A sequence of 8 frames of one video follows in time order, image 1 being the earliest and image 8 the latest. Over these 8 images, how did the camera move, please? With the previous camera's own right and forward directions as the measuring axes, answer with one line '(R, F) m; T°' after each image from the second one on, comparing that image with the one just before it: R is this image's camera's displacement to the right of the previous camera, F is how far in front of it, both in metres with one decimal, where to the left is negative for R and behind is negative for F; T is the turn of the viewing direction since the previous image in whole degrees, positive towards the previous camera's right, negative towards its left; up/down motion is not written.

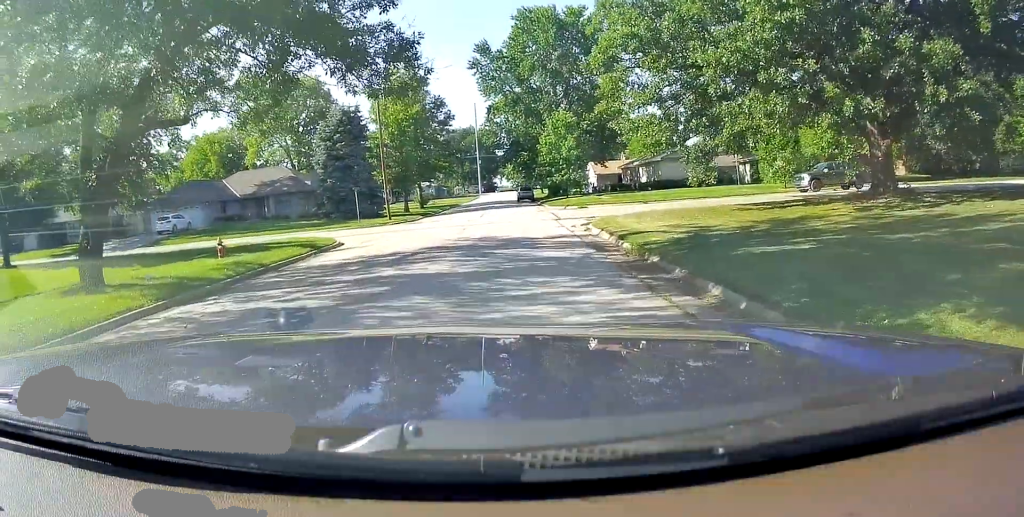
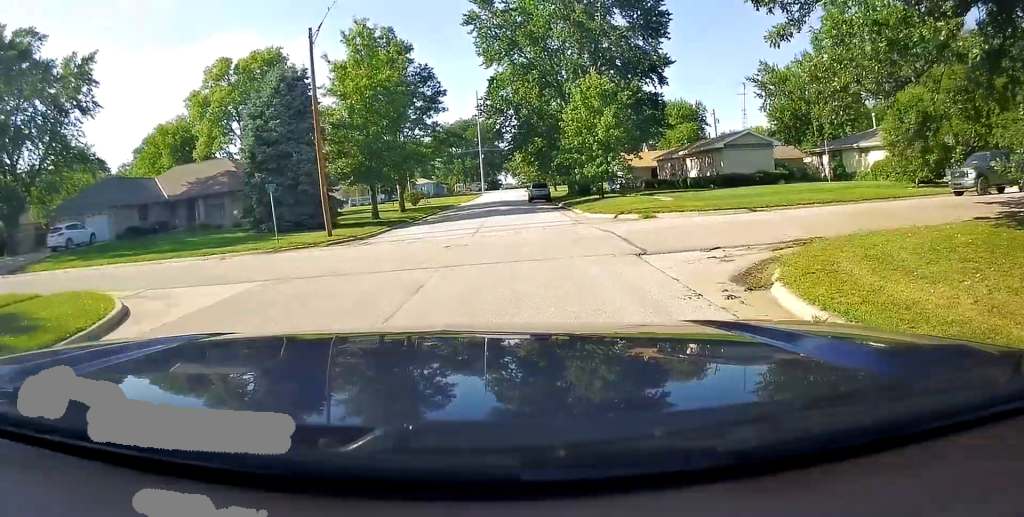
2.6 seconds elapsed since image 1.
(0.0, +16.7) m; 0°
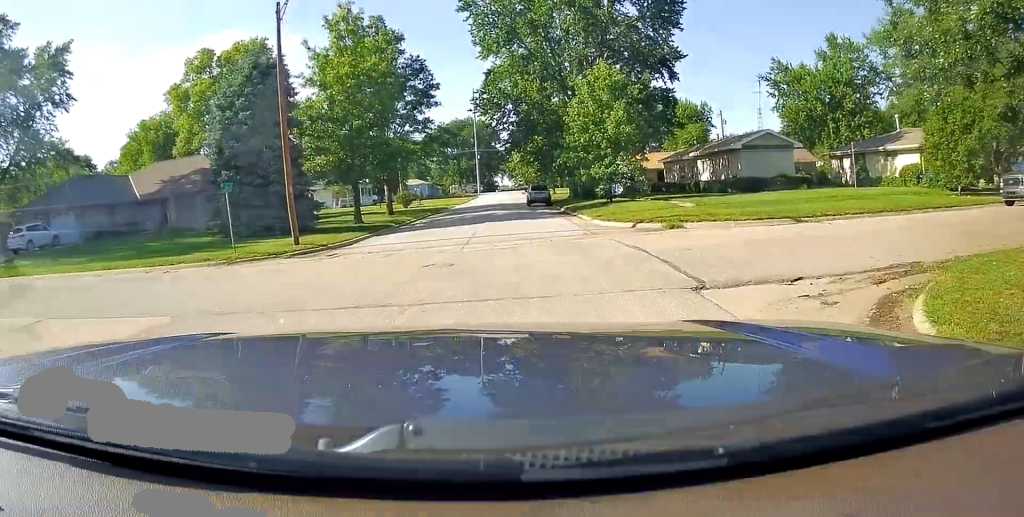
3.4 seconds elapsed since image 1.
(0.0, +4.1) m; 0°
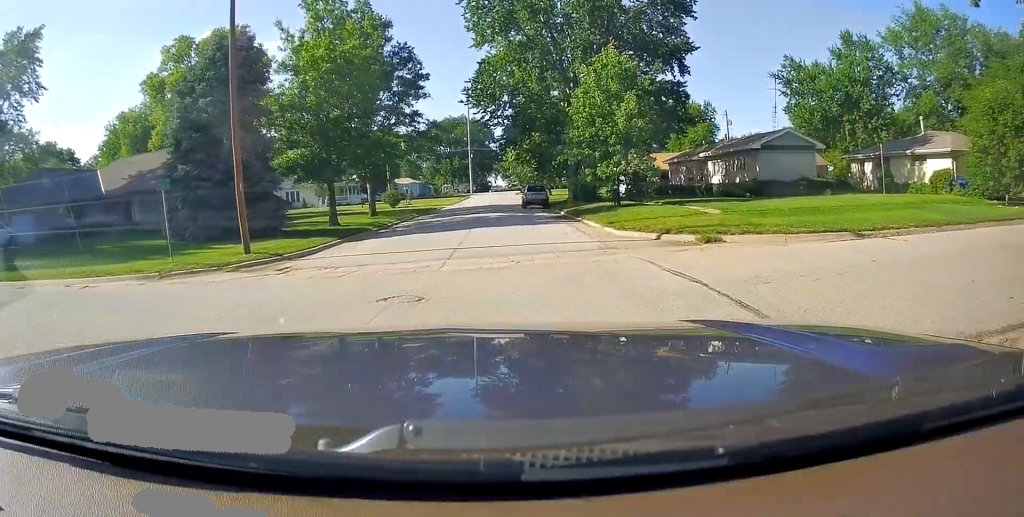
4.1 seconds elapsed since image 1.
(0.0, +4.0) m; 0°
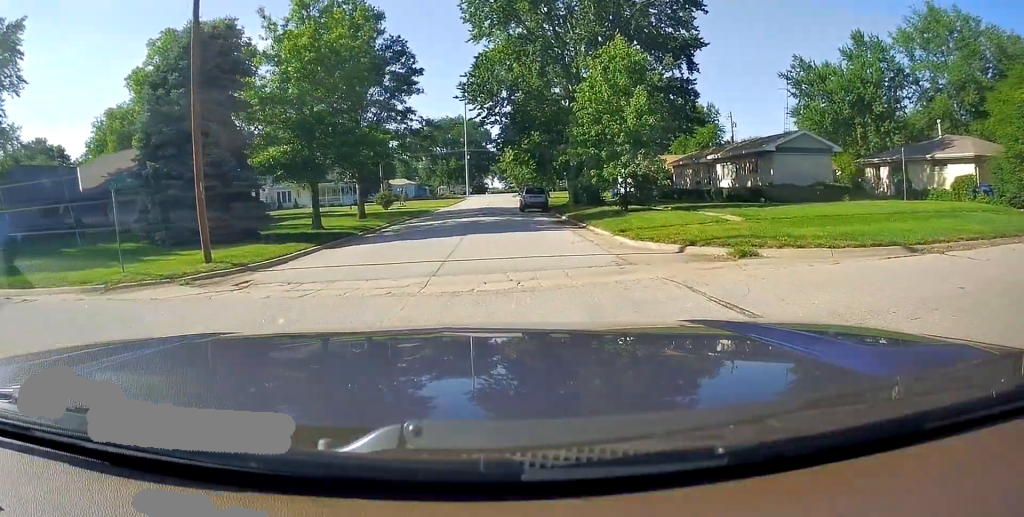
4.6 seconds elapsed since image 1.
(0.0, +2.4) m; 0°
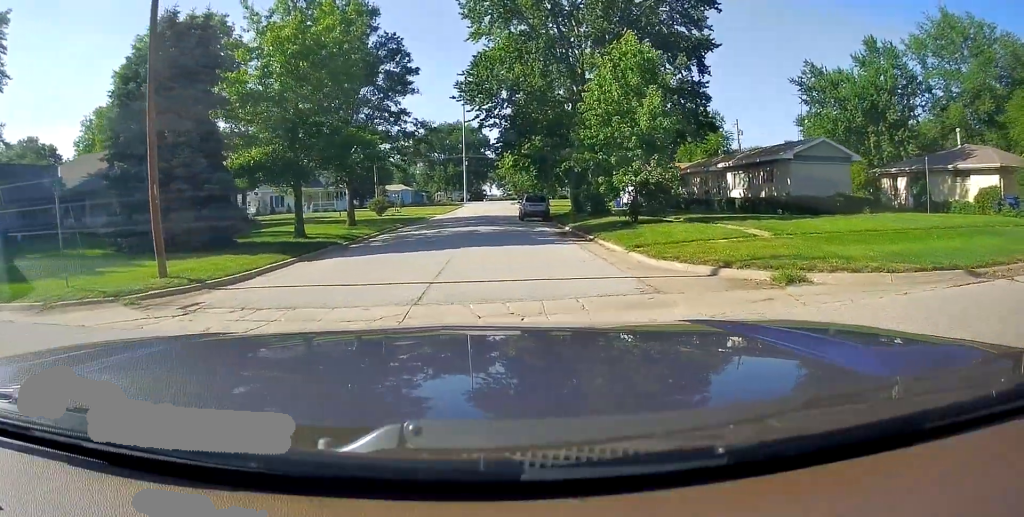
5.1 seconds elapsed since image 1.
(0.0, +2.1) m; 0°
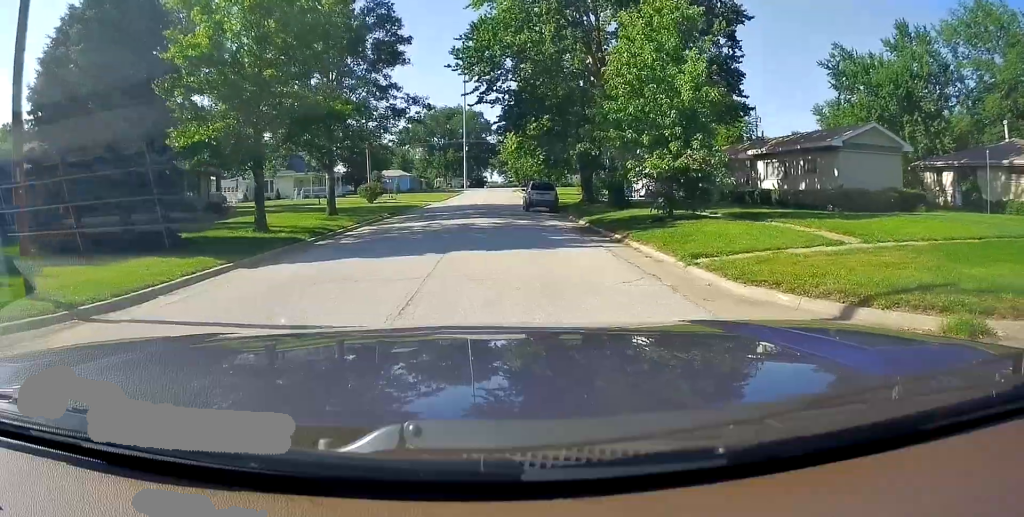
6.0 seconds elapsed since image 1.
(0.0, +4.3) m; -7°
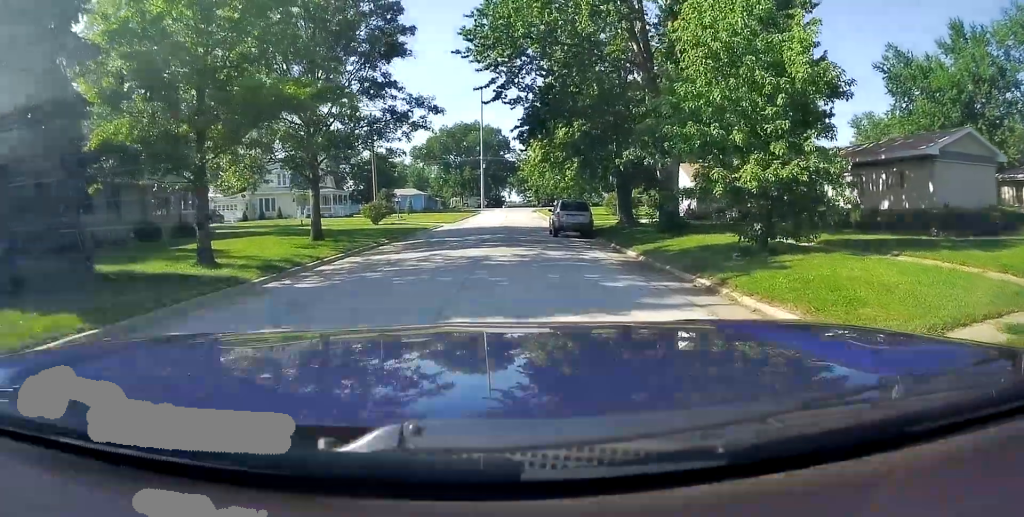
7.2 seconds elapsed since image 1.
(-0.7, +5.4) m; -2°
